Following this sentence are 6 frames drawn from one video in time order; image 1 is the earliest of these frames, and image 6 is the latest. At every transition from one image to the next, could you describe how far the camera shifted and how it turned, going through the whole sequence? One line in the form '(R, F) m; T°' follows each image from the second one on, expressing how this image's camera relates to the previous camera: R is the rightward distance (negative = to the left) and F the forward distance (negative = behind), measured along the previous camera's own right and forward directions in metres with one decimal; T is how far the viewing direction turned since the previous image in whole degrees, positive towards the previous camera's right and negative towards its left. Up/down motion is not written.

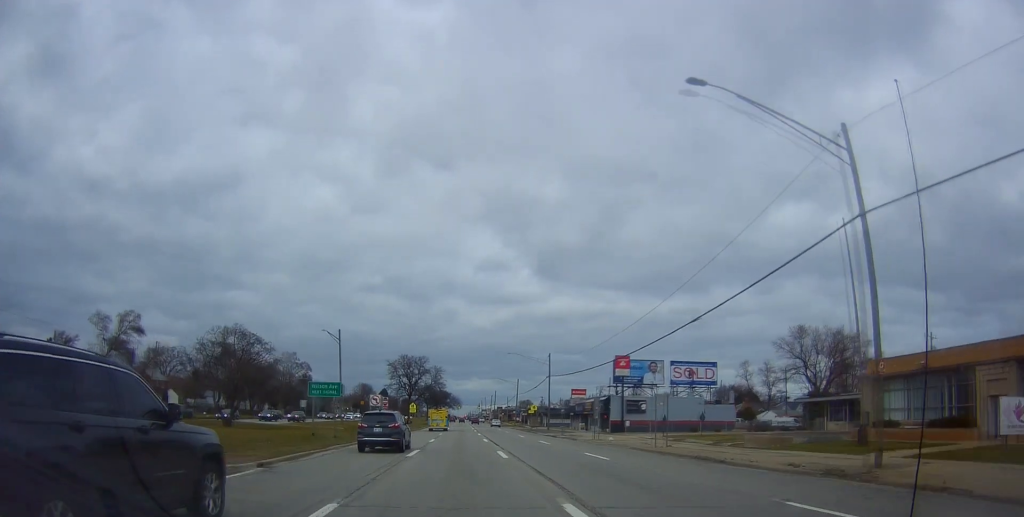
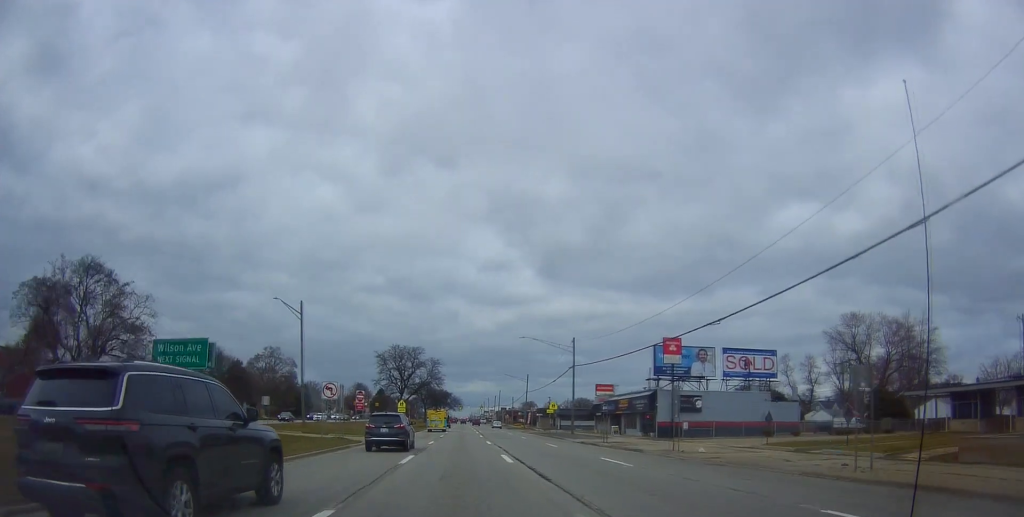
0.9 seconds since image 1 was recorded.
(0.0, +17.0) m; +1°
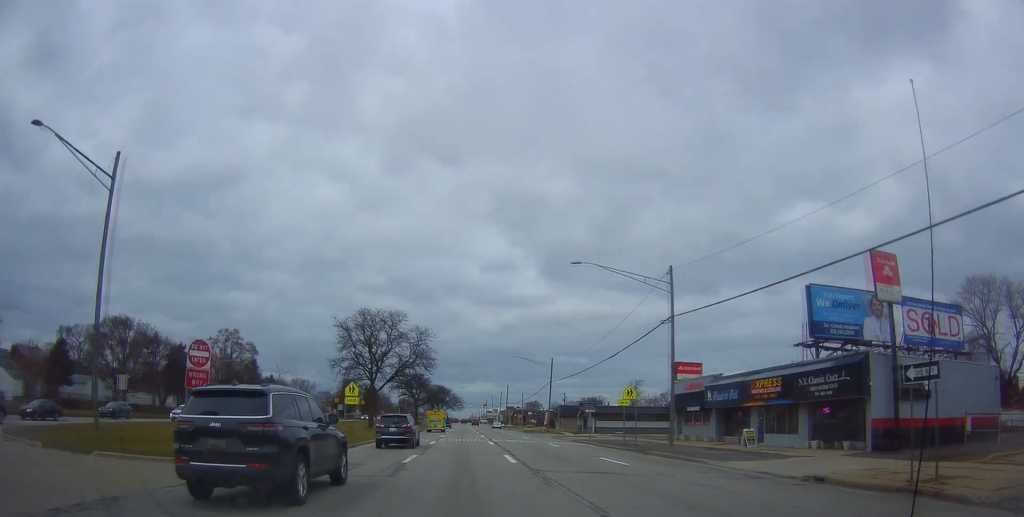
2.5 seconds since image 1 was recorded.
(+0.7, +31.1) m; 0°
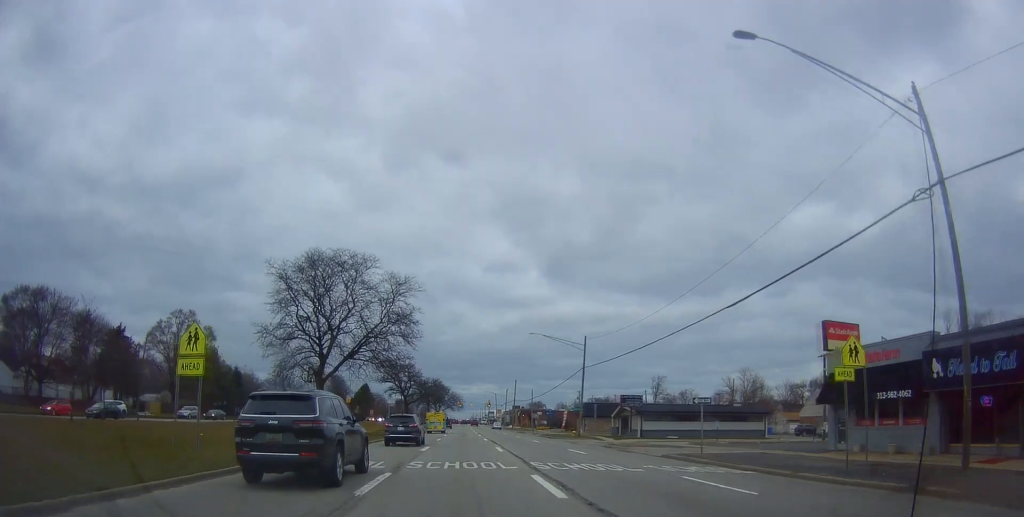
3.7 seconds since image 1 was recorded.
(-0.3, +23.2) m; 0°
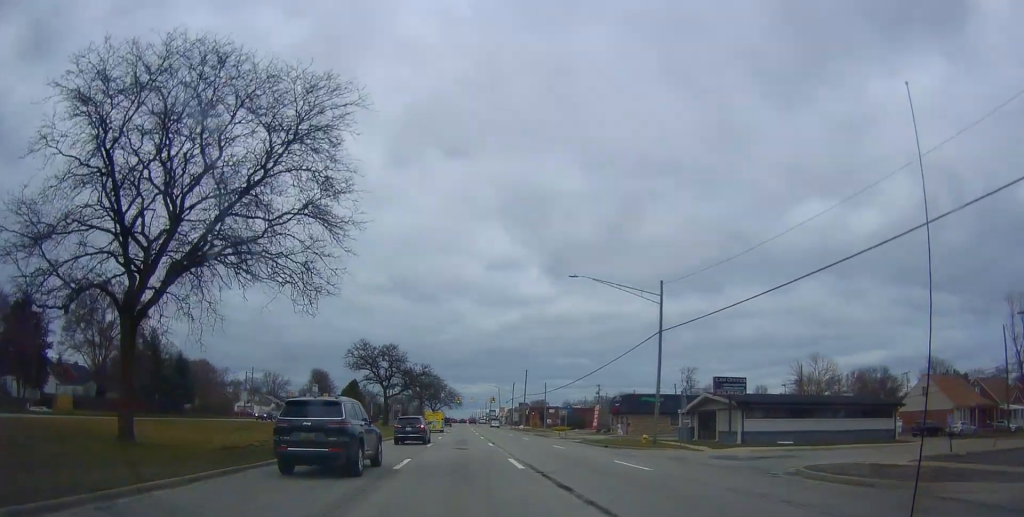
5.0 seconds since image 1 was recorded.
(-0.3, +25.2) m; -1°
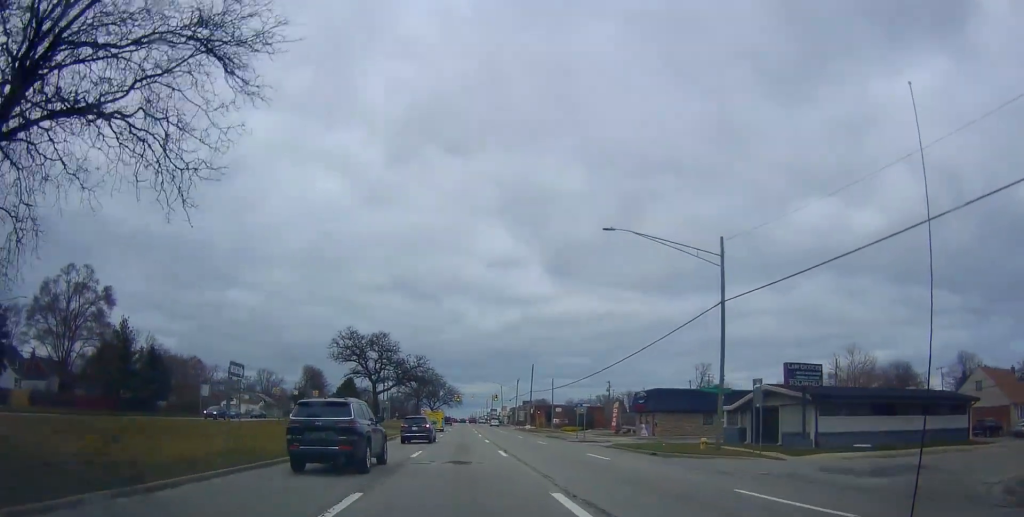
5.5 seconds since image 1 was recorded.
(-0.3, +9.7) m; 0°
